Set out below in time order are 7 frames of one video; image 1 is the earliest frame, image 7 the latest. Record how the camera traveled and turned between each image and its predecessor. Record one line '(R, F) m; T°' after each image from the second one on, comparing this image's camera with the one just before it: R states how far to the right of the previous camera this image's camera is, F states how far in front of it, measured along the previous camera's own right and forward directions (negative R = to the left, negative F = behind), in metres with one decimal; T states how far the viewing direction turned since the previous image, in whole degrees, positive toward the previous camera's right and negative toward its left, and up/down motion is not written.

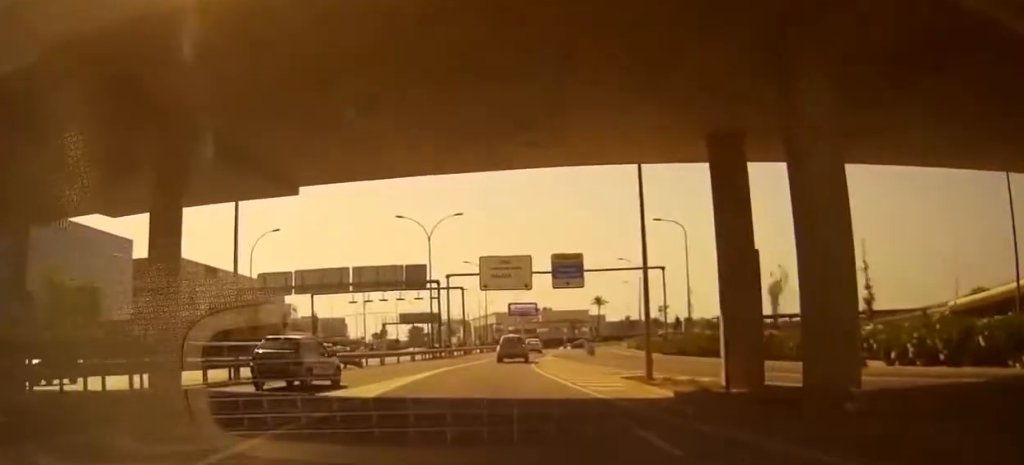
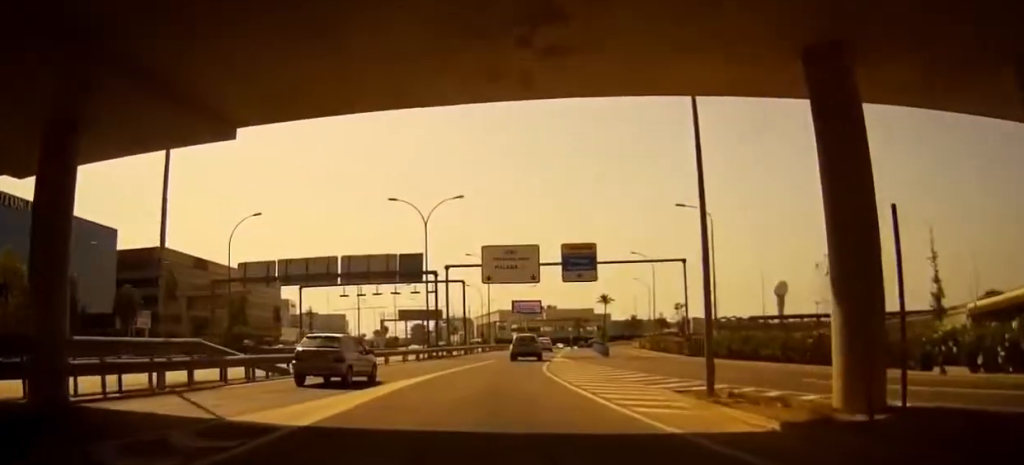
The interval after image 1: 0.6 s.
(0.0, +7.0) m; 0°
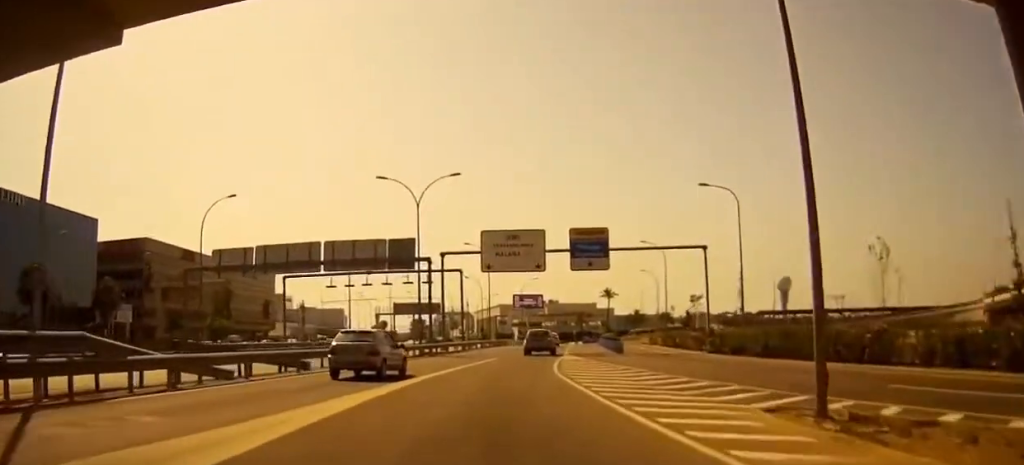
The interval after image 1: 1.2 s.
(0.0, +6.6) m; 0°
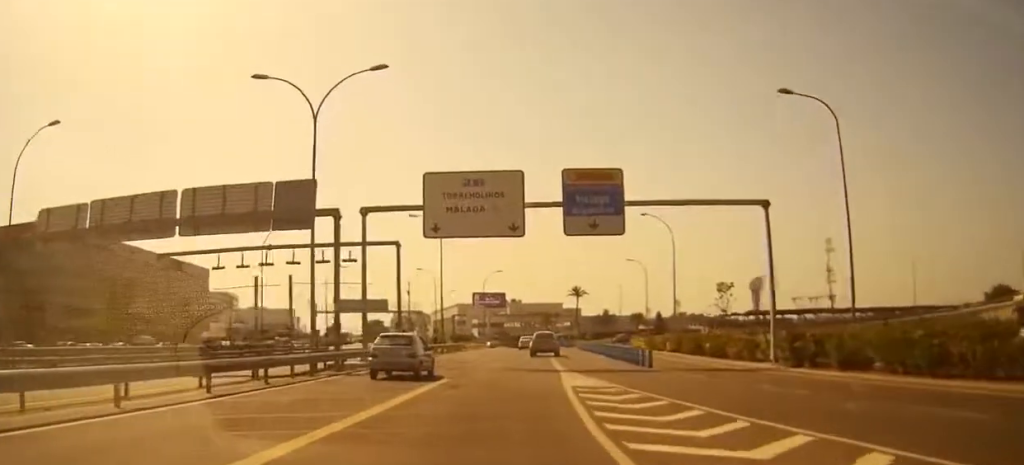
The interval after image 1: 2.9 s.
(+0.3, +20.7) m; +2°
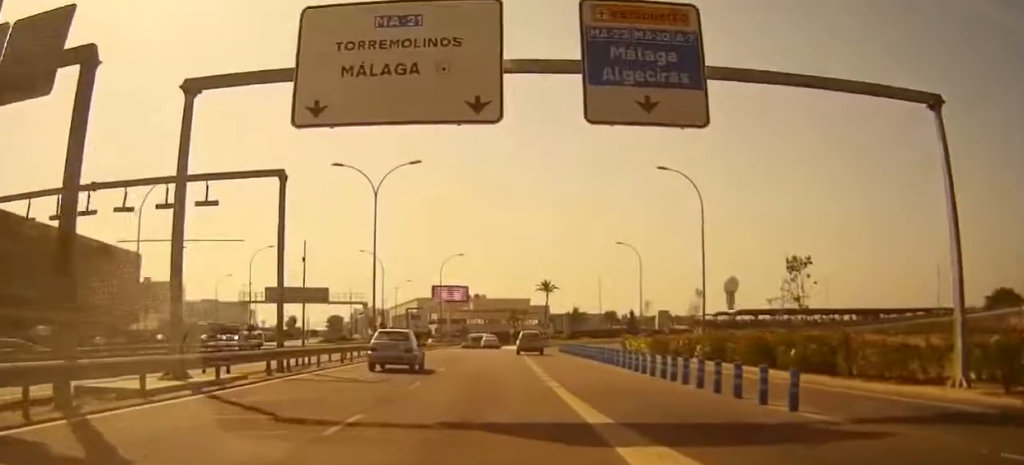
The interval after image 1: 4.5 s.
(+0.3, +17.8) m; +1°
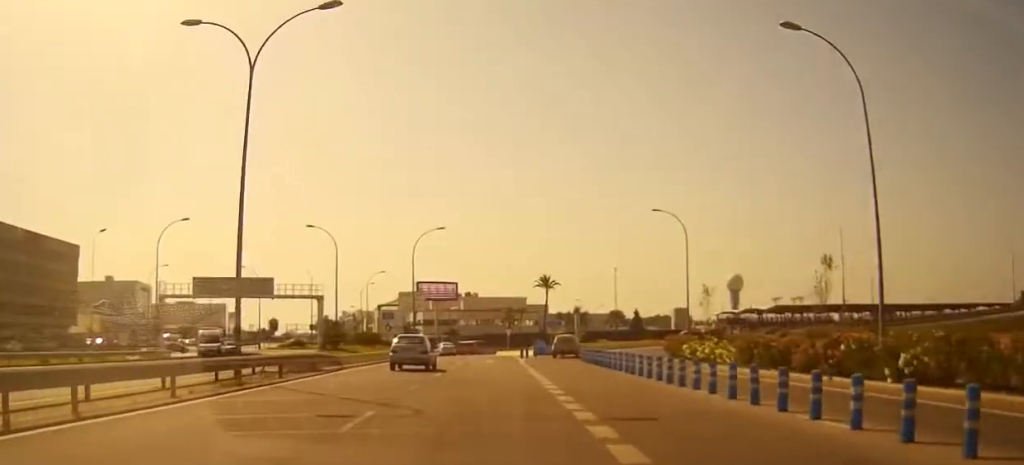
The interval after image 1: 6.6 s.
(+0.2, +22.8) m; +1°
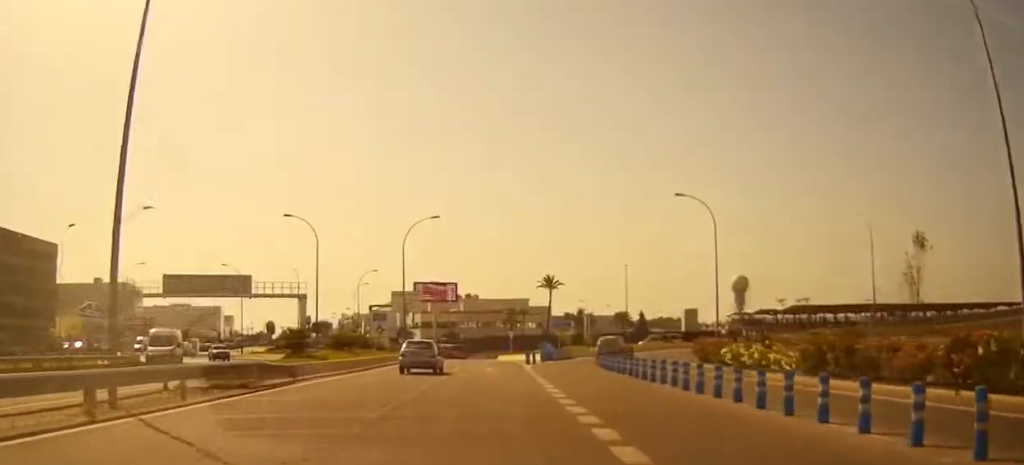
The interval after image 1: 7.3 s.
(-0.1, +8.1) m; -1°
